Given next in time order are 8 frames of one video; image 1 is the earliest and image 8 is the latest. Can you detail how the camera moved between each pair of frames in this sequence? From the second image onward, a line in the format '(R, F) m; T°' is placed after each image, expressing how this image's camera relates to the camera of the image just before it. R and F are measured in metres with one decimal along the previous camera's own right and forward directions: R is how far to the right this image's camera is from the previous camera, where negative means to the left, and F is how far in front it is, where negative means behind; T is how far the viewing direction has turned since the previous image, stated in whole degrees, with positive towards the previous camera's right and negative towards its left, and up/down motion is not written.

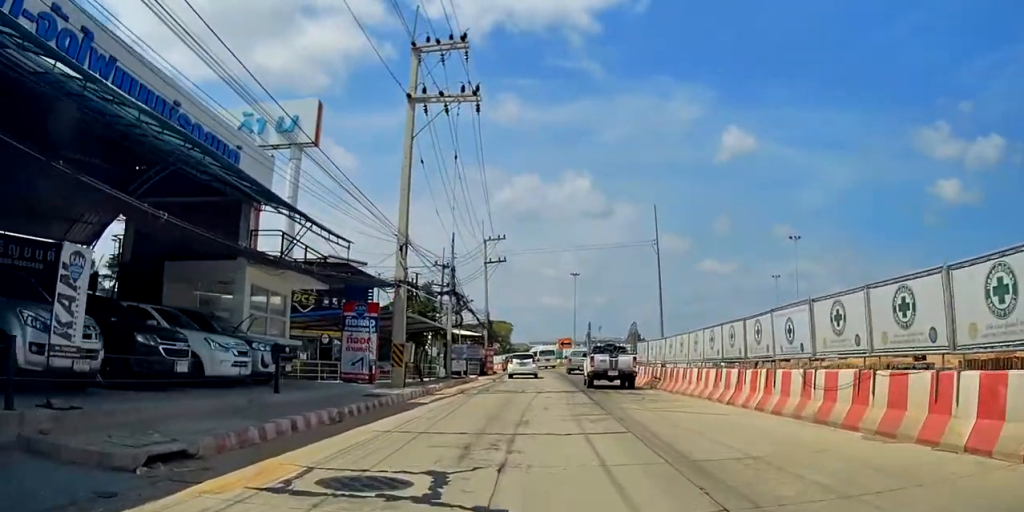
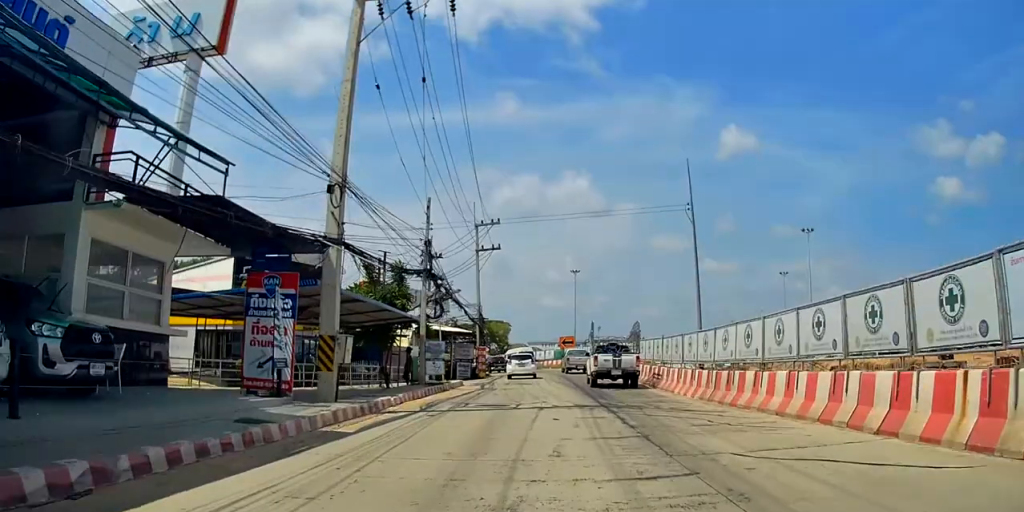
(+0.1, +7.7) m; -2°
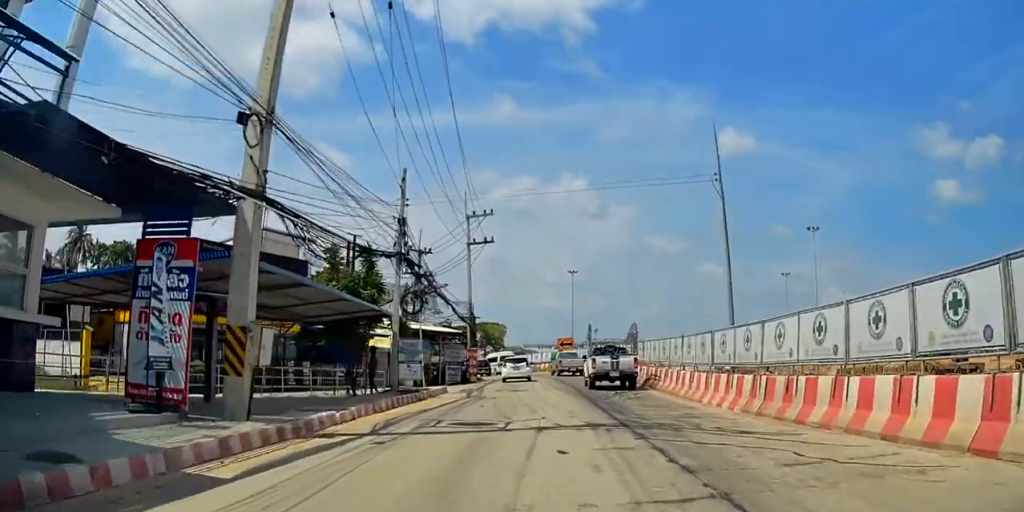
(+0.2, +4.0) m; -2°
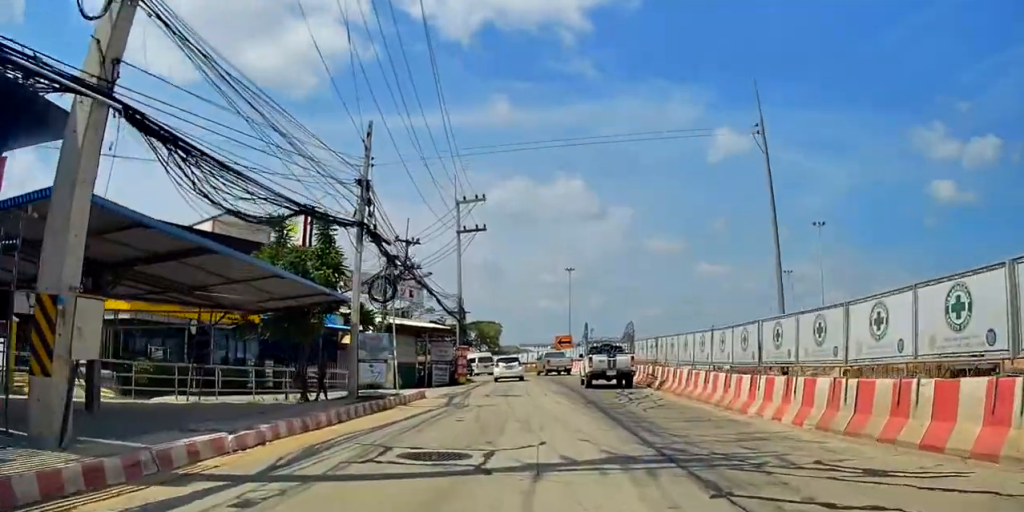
(-0.3, +4.1) m; -1°
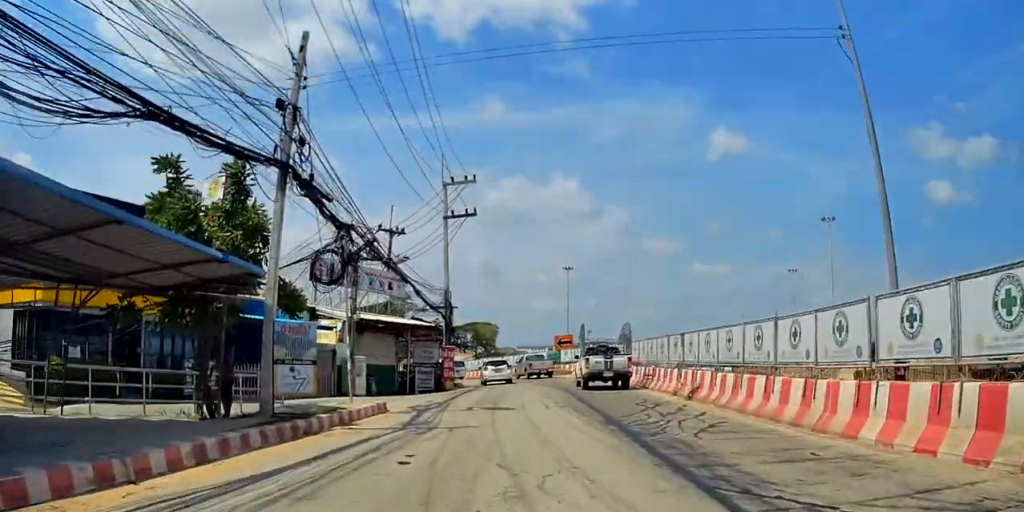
(-0.5, +5.4) m; -1°
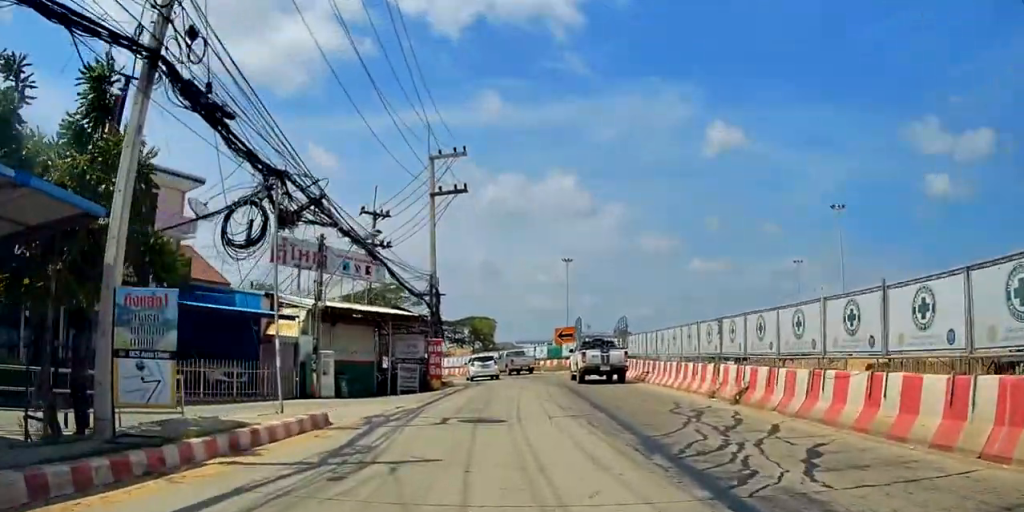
(+0.4, +4.6) m; 0°
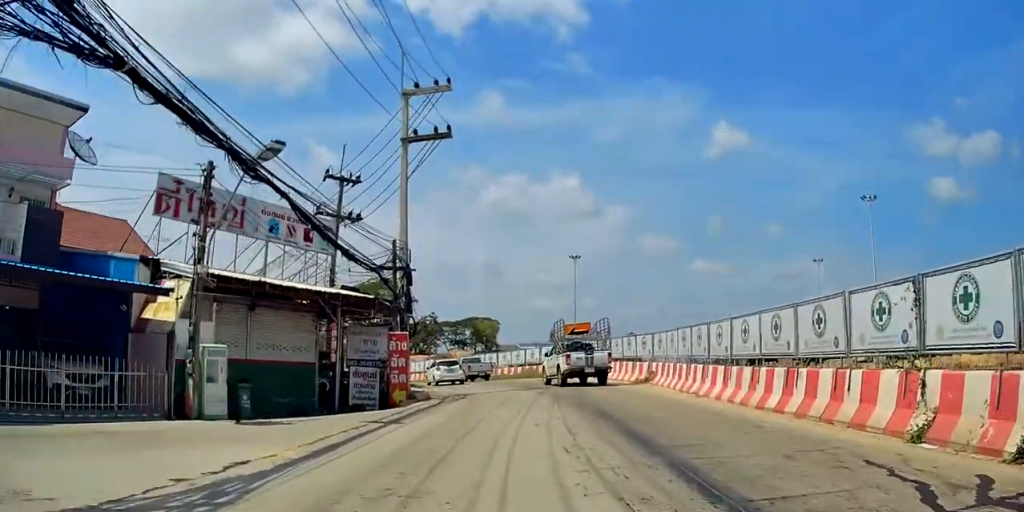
(-0.1, +9.5) m; 0°
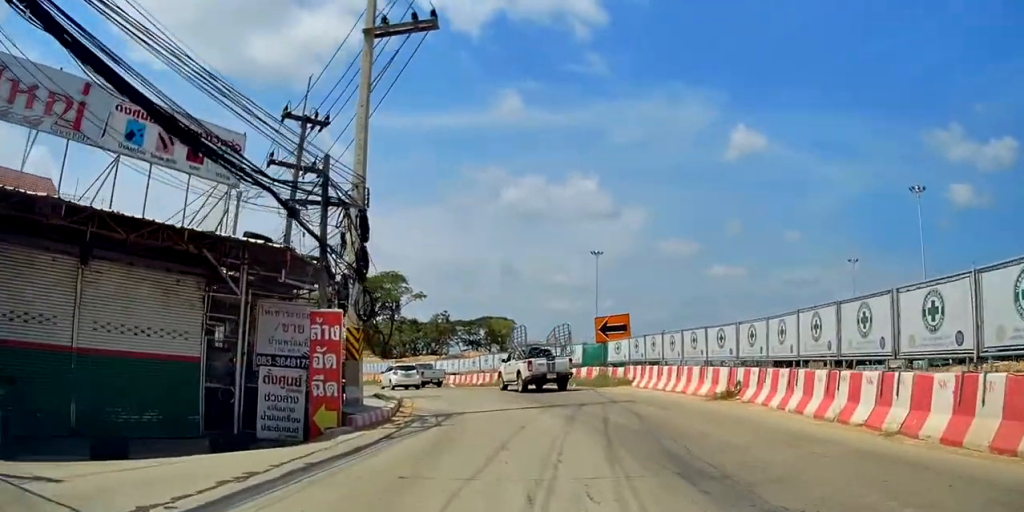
(+0.1, +9.0) m; -2°
